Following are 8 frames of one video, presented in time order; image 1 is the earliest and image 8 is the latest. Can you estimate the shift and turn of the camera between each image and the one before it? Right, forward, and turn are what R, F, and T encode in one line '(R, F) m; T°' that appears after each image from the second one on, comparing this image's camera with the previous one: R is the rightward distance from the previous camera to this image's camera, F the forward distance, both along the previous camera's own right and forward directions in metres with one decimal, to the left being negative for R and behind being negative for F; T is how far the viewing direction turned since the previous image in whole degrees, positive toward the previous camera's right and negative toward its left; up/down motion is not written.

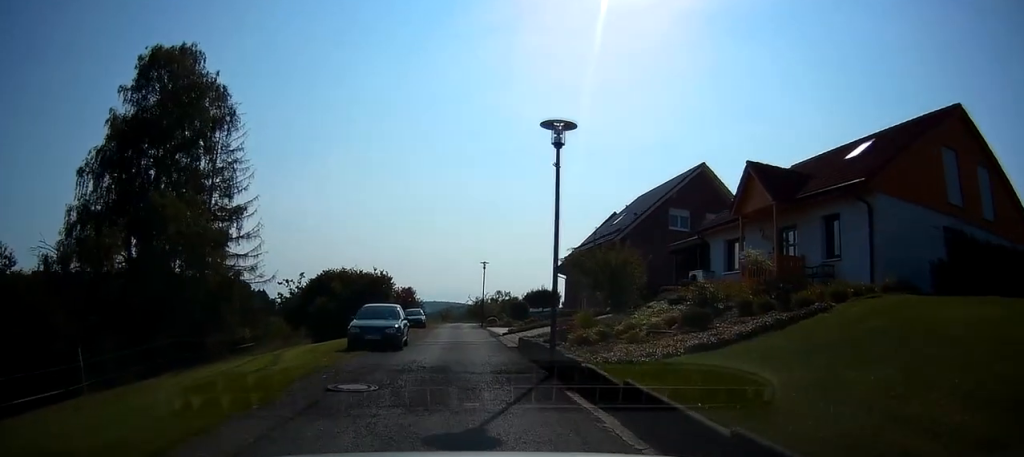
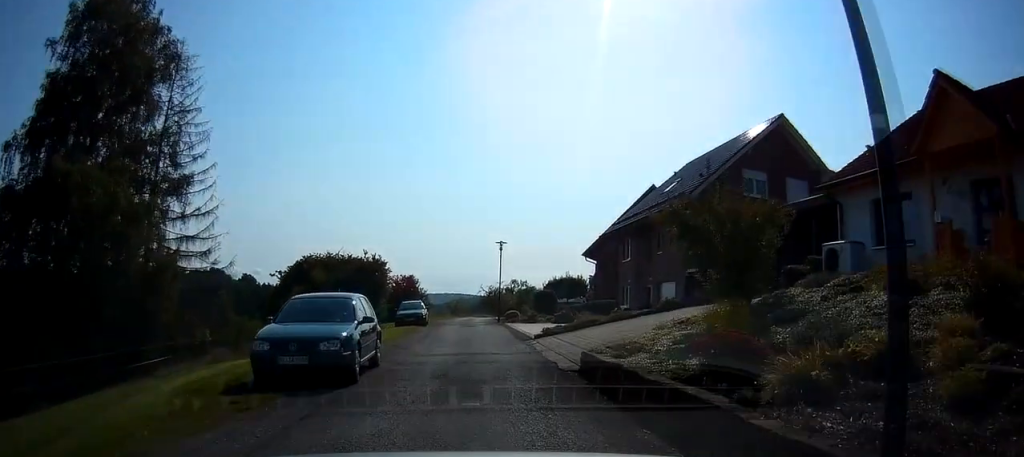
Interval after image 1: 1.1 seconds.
(-0.3, +8.8) m; -2°
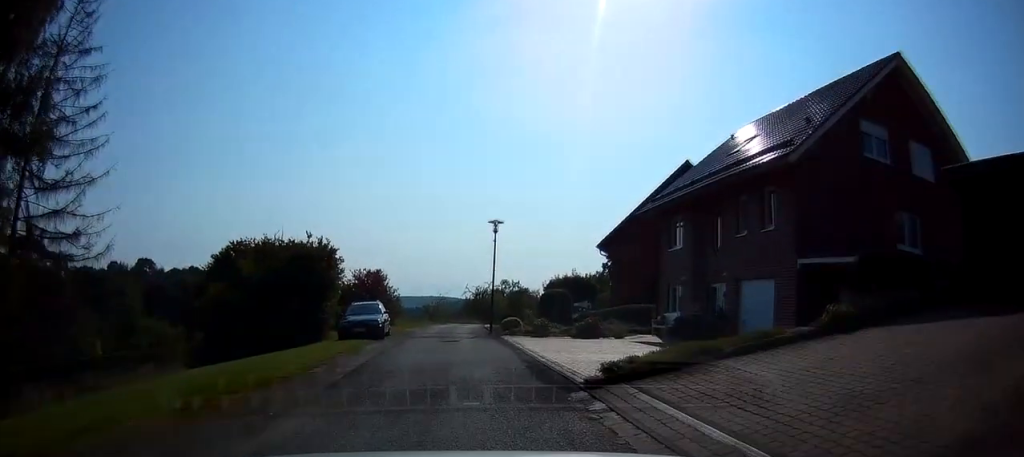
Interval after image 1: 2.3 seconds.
(0.0, +11.4) m; 0°
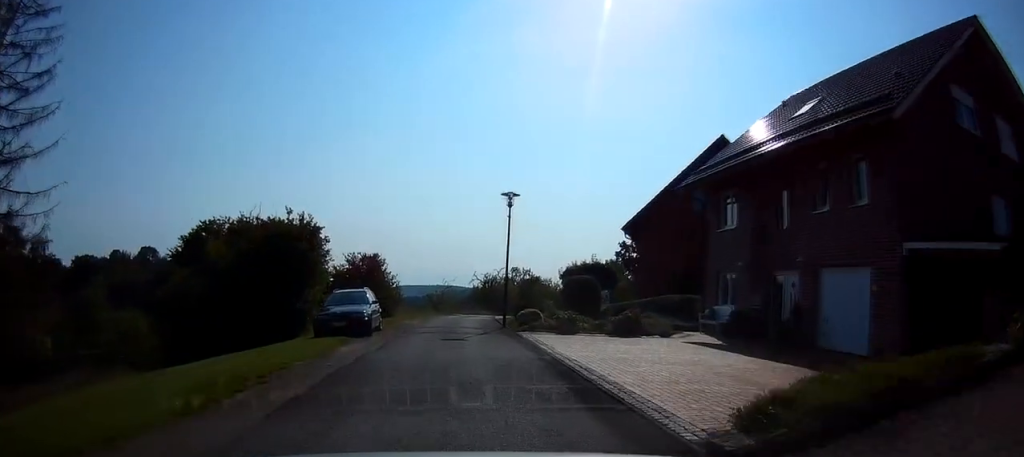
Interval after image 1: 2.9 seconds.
(-0.1, +4.7) m; 0°
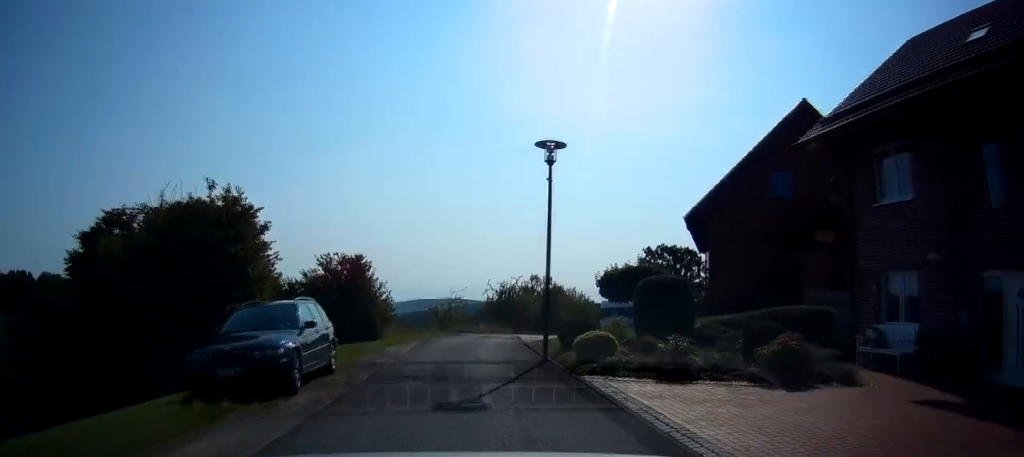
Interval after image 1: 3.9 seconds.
(0.0, +9.4) m; +1°
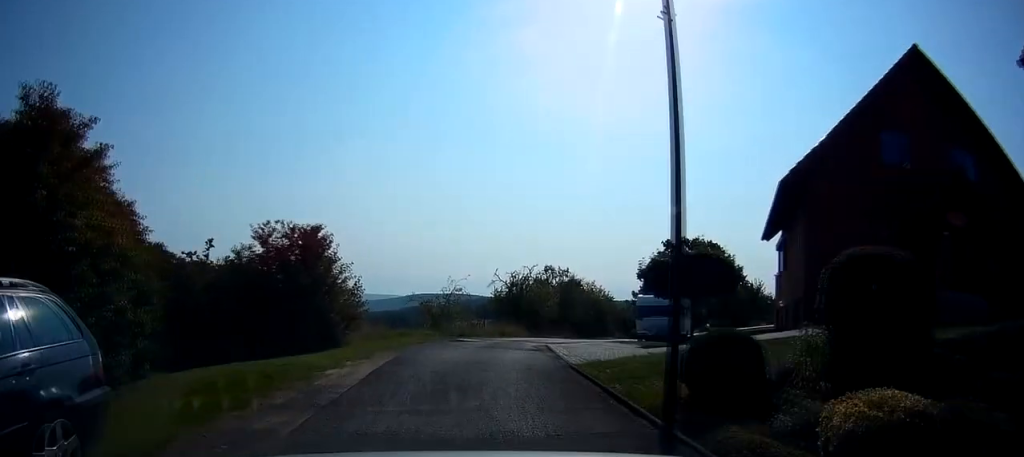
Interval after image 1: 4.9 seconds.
(+0.1, +8.8) m; +1°
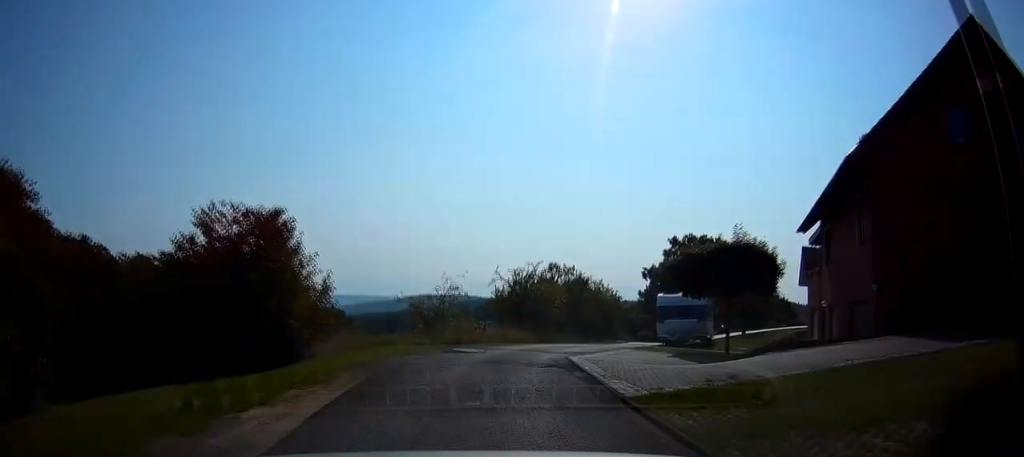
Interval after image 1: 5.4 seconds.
(0.0, +4.1) m; 0°
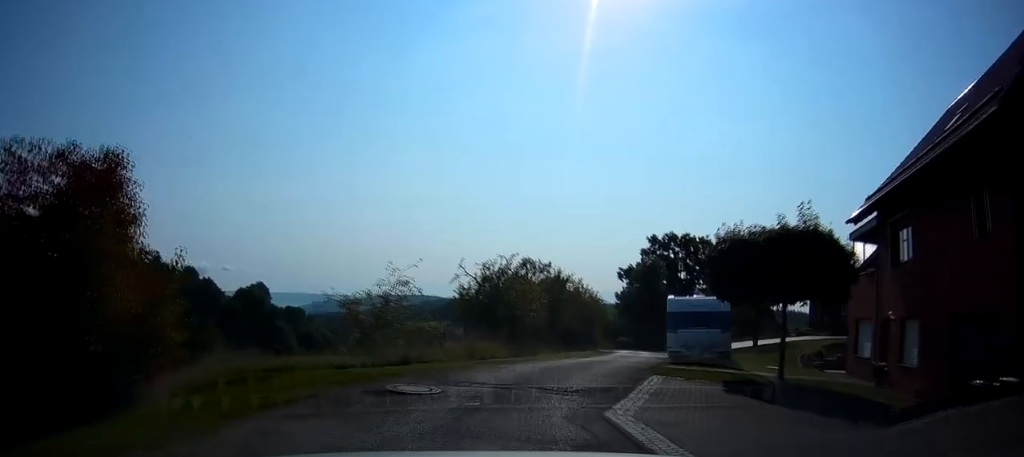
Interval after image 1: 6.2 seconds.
(0.0, +6.7) m; -2°
